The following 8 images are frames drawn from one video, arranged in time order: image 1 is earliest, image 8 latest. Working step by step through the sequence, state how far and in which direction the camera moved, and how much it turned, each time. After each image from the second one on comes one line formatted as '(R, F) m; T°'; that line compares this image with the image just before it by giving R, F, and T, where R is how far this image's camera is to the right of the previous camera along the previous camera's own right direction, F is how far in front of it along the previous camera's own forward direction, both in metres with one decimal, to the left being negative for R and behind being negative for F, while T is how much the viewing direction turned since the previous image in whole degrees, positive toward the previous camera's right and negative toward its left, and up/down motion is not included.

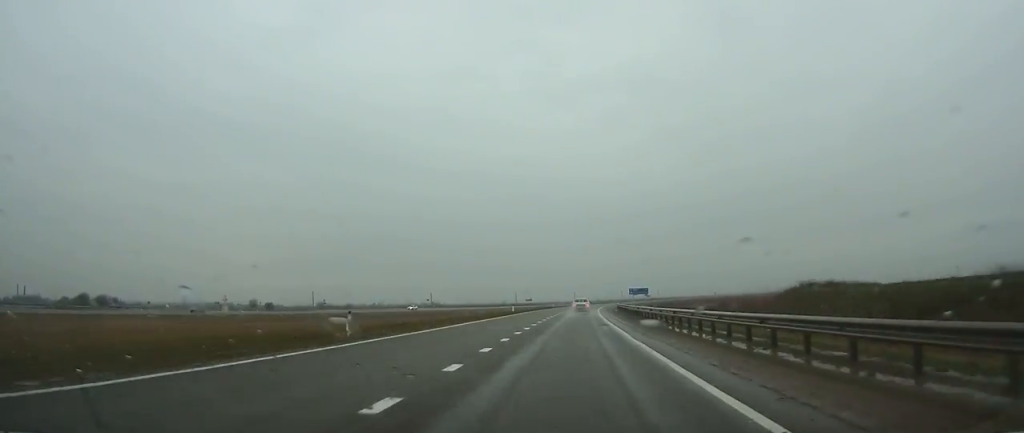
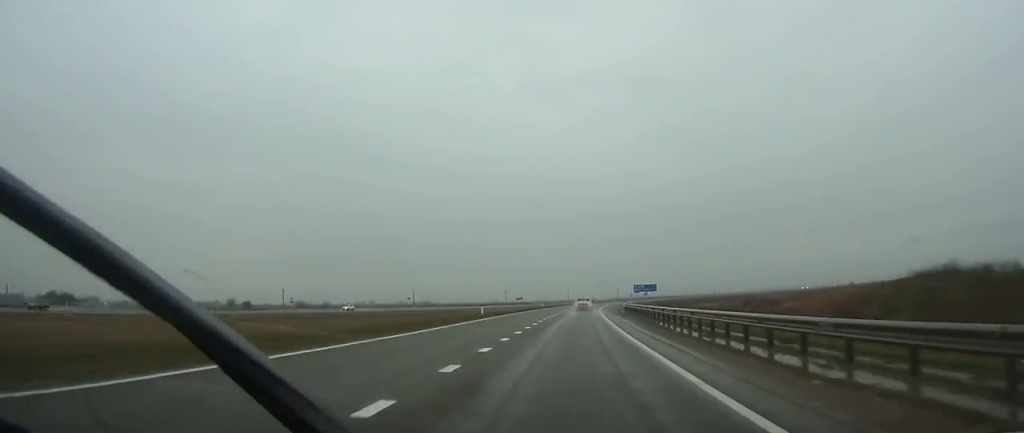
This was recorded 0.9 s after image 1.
(+0.2, +20.3) m; +1°
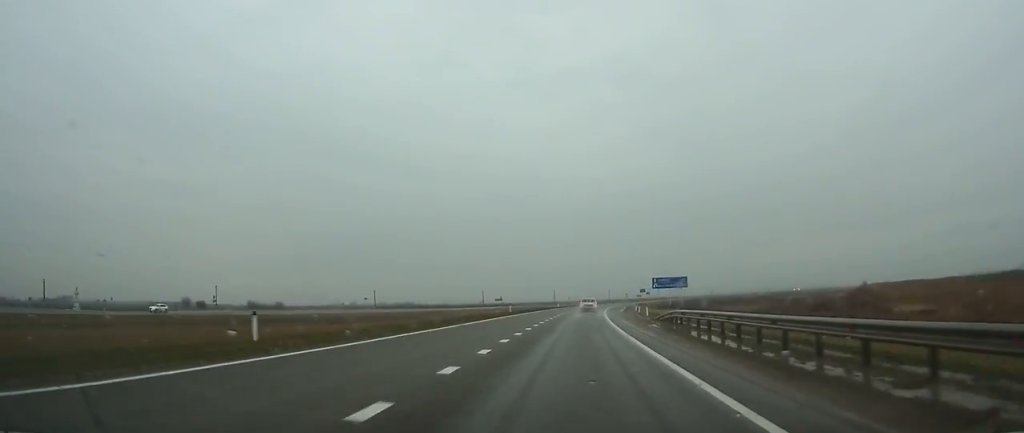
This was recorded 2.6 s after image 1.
(+0.3, +36.5) m; +2°
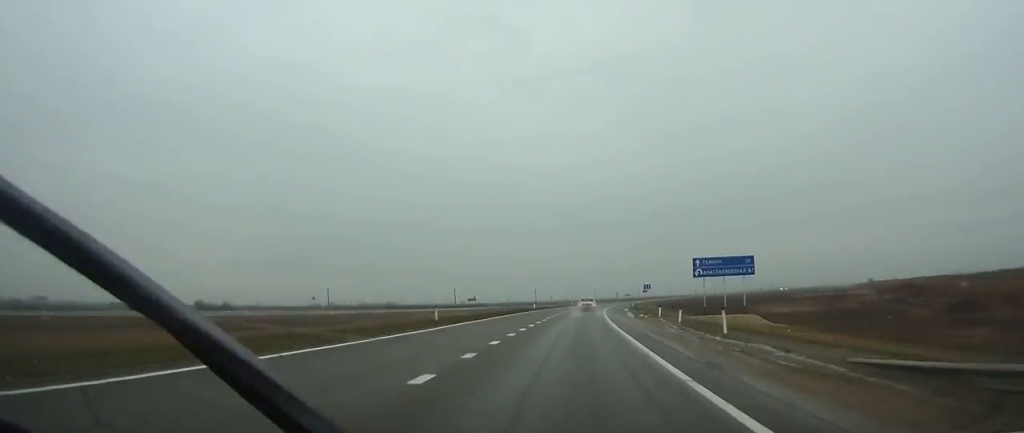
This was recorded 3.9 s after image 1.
(+0.4, +29.3) m; +2°
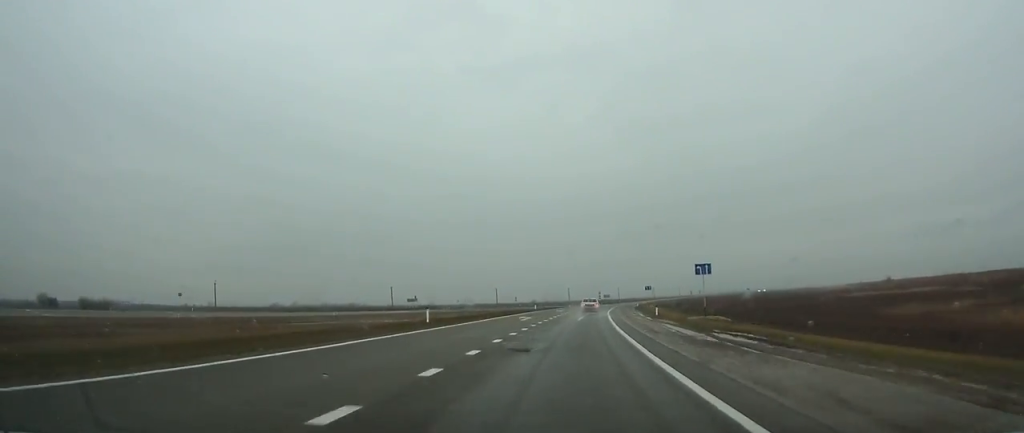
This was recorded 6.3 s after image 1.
(+1.1, +51.4) m; +3°
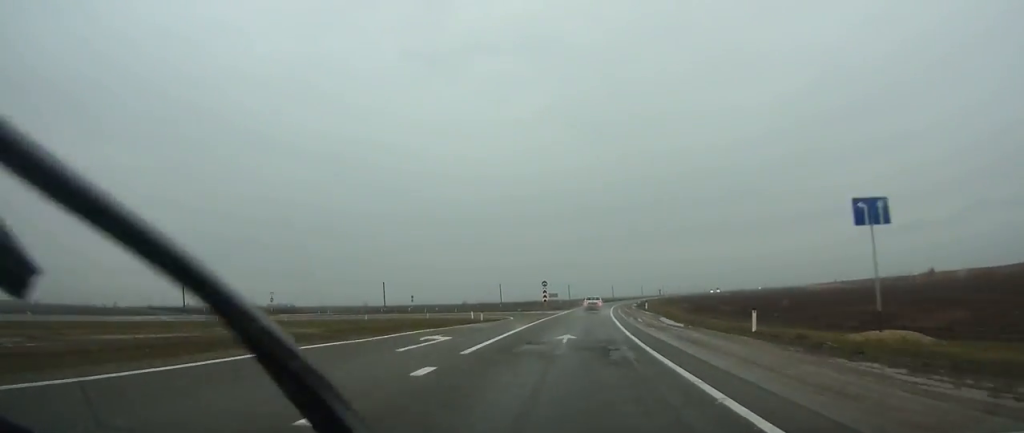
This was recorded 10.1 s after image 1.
(+4.1, +84.2) m; +6°
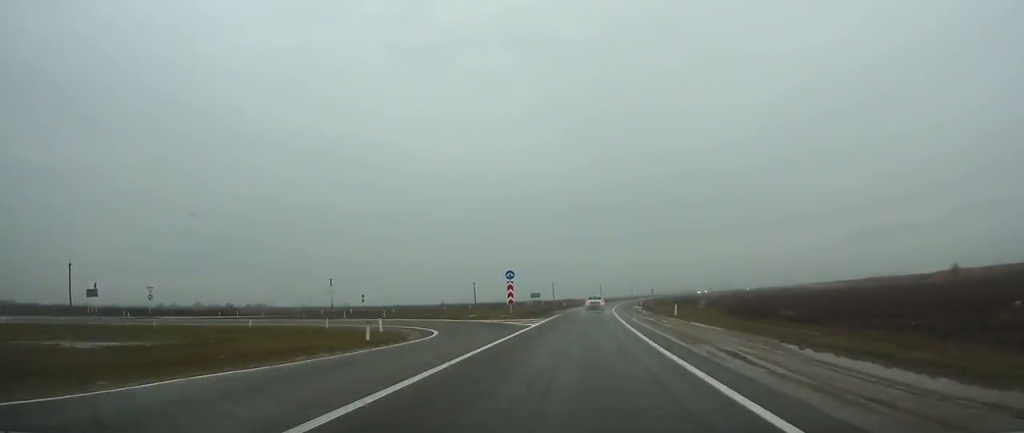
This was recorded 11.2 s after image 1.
(+0.6, +25.4) m; +2°
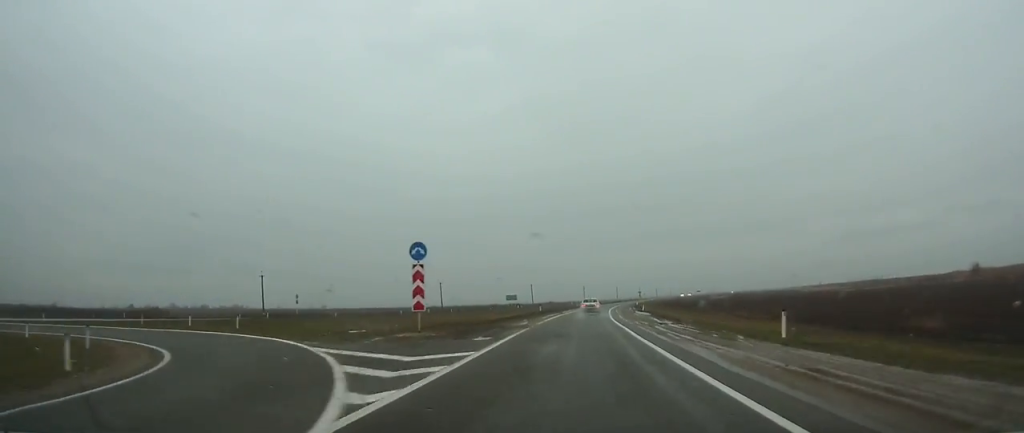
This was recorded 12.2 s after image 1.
(0.0, +22.4) m; +1°
